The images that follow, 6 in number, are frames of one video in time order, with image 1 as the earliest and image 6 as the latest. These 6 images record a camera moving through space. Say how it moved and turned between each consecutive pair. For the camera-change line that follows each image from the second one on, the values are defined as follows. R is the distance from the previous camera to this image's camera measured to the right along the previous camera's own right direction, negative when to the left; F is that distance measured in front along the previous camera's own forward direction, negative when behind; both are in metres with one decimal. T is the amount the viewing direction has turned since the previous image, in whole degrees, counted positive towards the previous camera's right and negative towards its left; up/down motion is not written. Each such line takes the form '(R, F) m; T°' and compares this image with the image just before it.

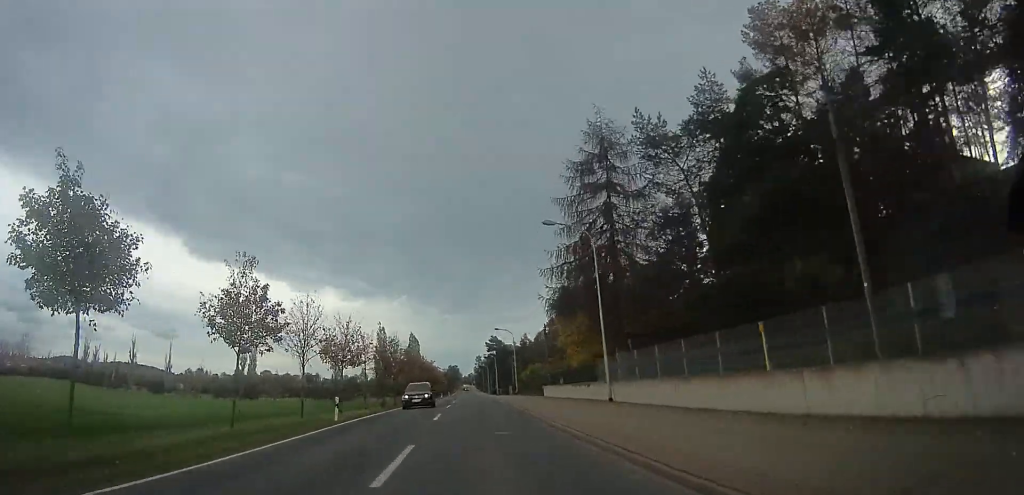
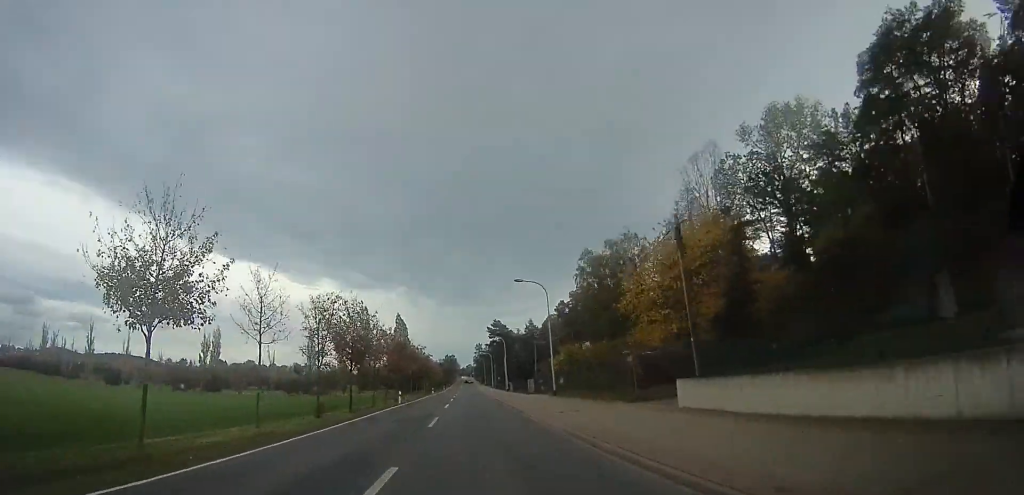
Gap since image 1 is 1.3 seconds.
(0.0, +26.9) m; 0°
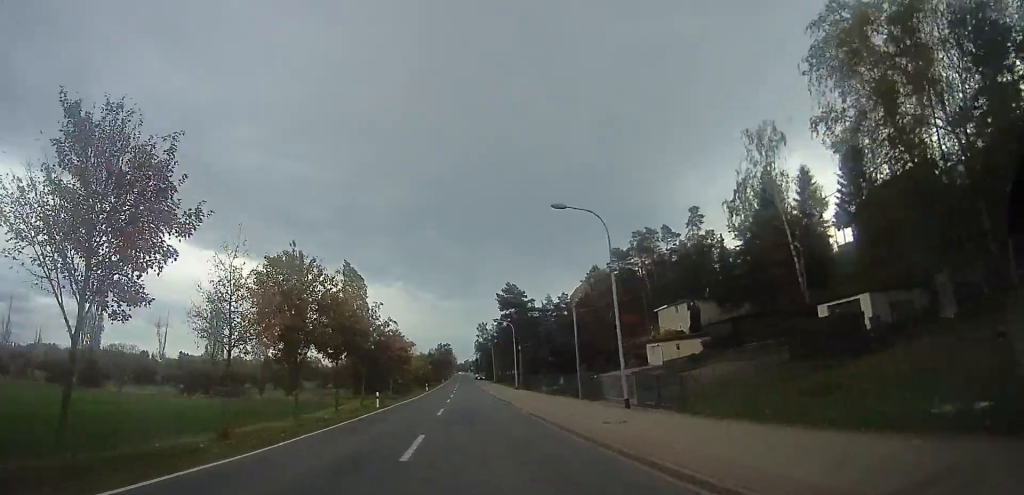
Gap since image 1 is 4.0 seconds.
(+0.1, +54.8) m; 0°
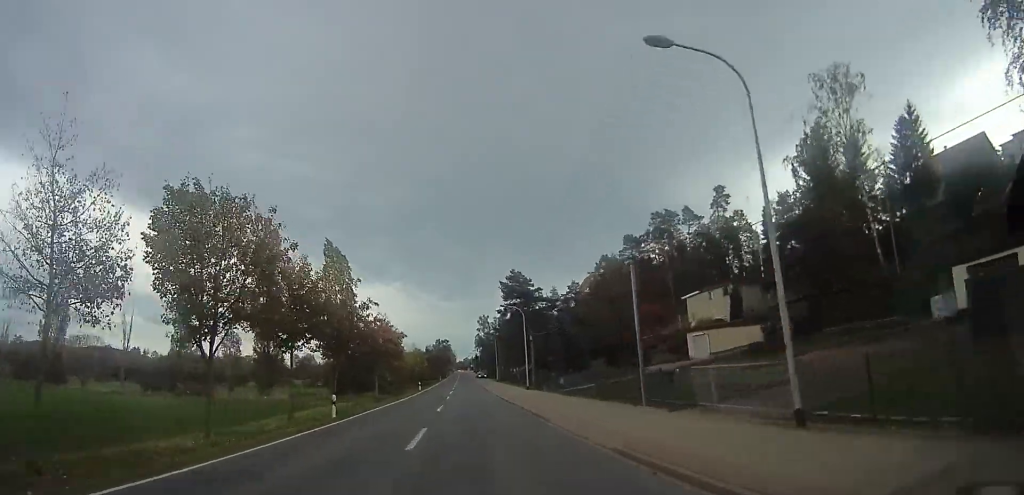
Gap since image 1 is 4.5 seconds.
(0.0, +10.9) m; 0°
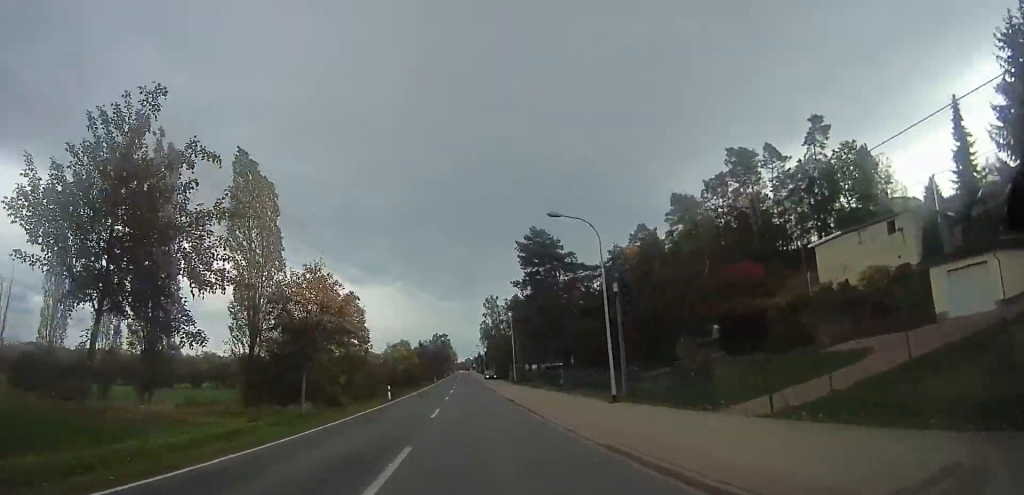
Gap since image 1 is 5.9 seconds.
(0.0, +27.8) m; 0°
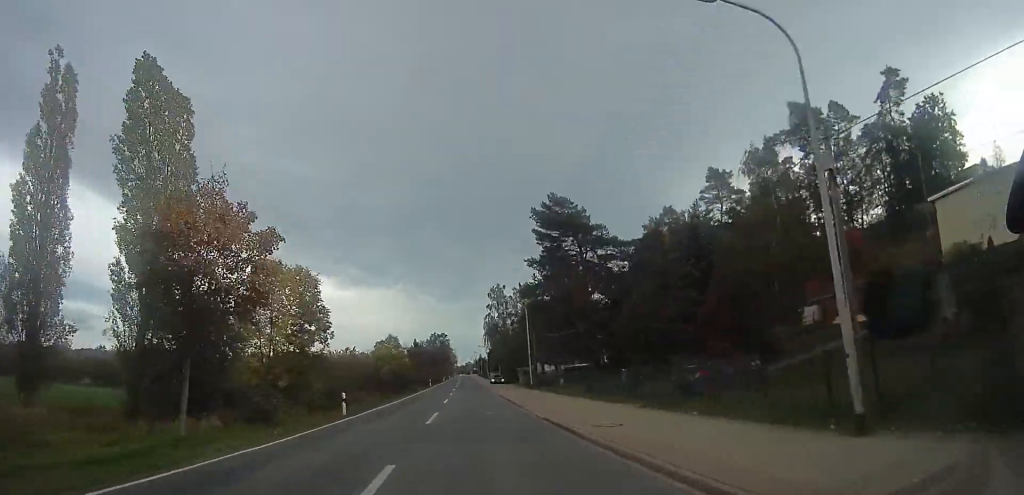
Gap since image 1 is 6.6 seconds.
(0.0, +14.2) m; 0°
